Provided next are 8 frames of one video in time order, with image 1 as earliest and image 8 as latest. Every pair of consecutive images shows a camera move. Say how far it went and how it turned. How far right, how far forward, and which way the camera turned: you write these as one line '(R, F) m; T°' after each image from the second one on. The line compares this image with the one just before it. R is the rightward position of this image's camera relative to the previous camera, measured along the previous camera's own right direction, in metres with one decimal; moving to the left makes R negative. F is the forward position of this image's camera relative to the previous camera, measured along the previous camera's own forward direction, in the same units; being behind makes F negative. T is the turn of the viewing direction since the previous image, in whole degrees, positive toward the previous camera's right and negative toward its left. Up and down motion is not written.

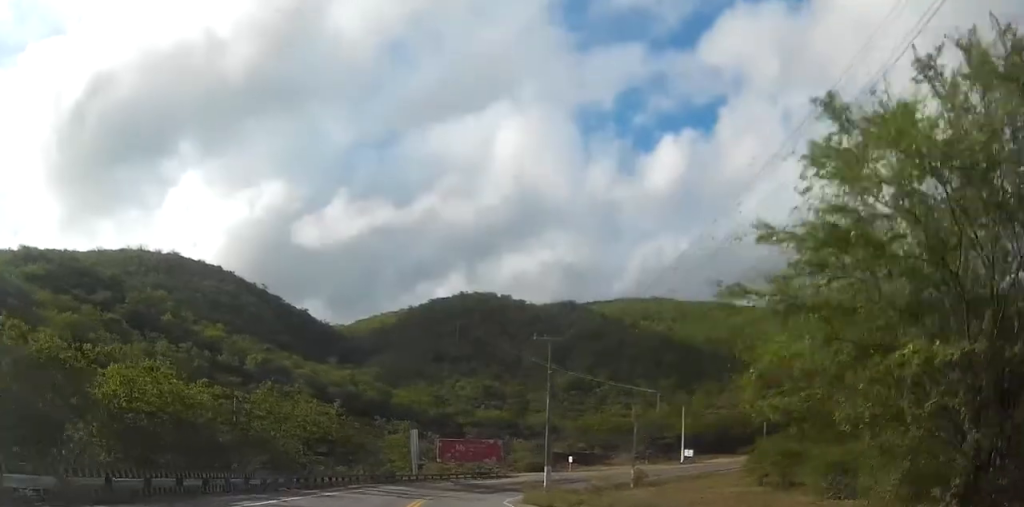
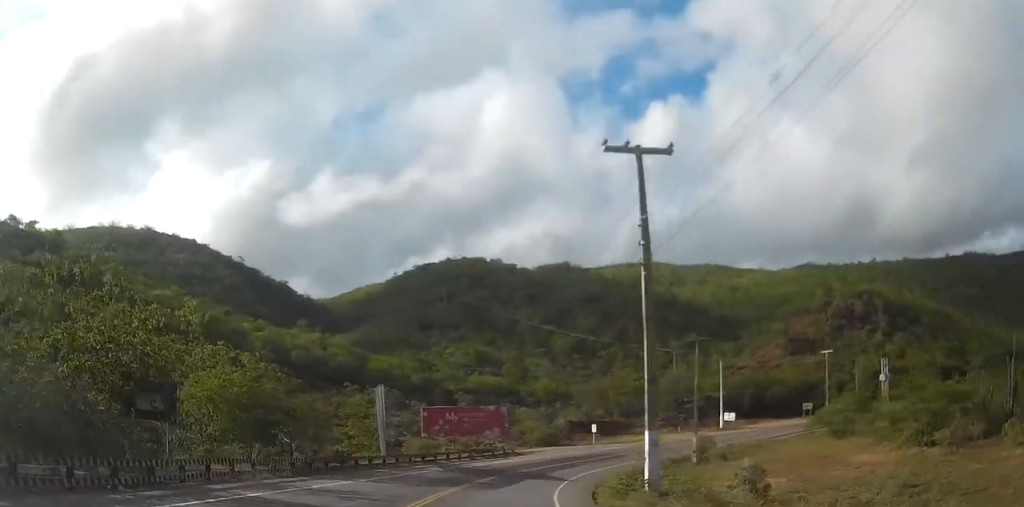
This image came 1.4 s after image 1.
(+0.7, +22.7) m; +4°
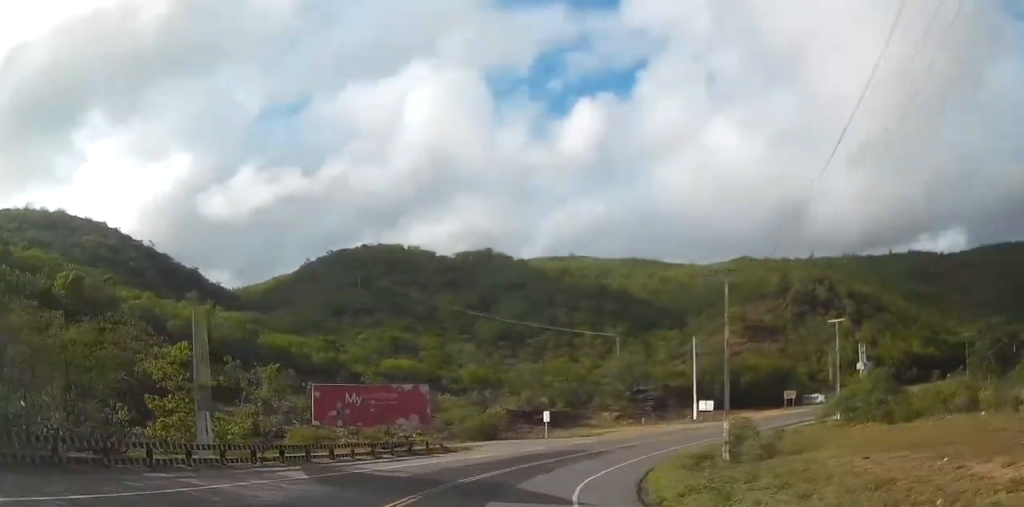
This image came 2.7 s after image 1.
(+1.5, +20.5) m; +9°
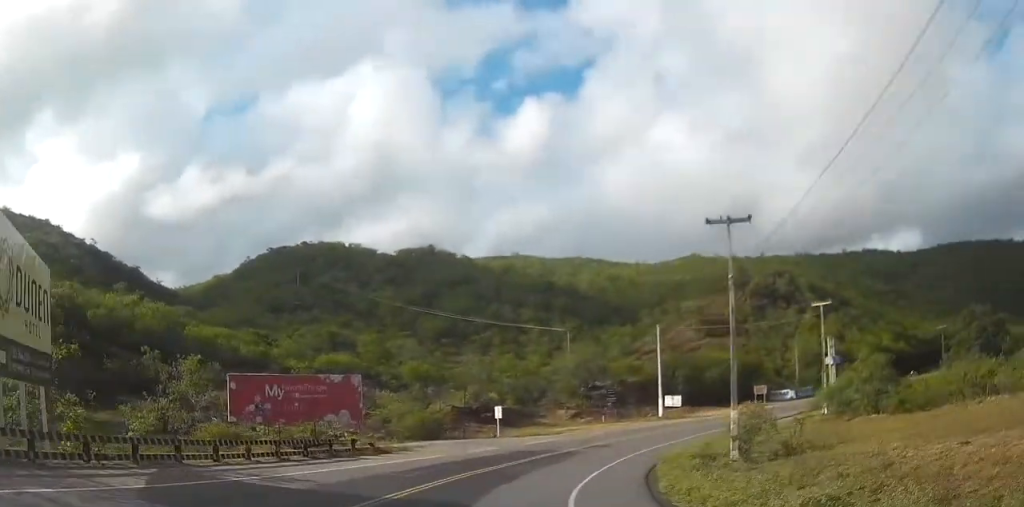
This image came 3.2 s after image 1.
(+0.3, +8.0) m; +4°
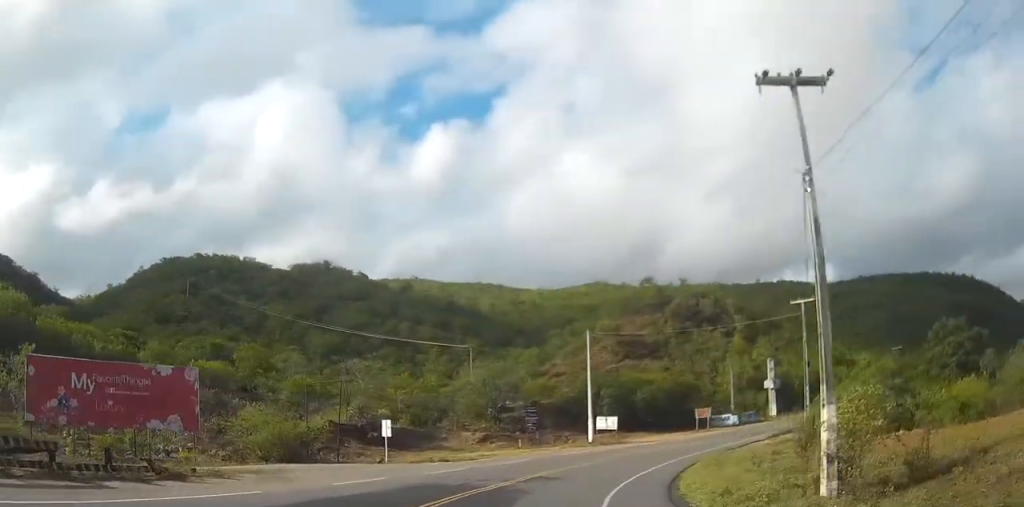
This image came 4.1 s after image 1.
(-0.1, +14.4) m; +9°
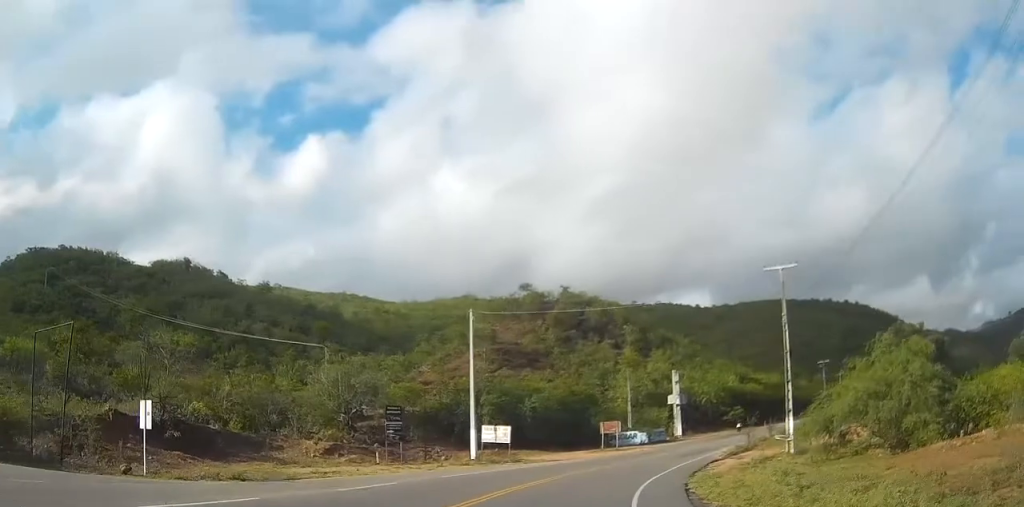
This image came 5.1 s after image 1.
(+2.7, +16.0) m; +11°
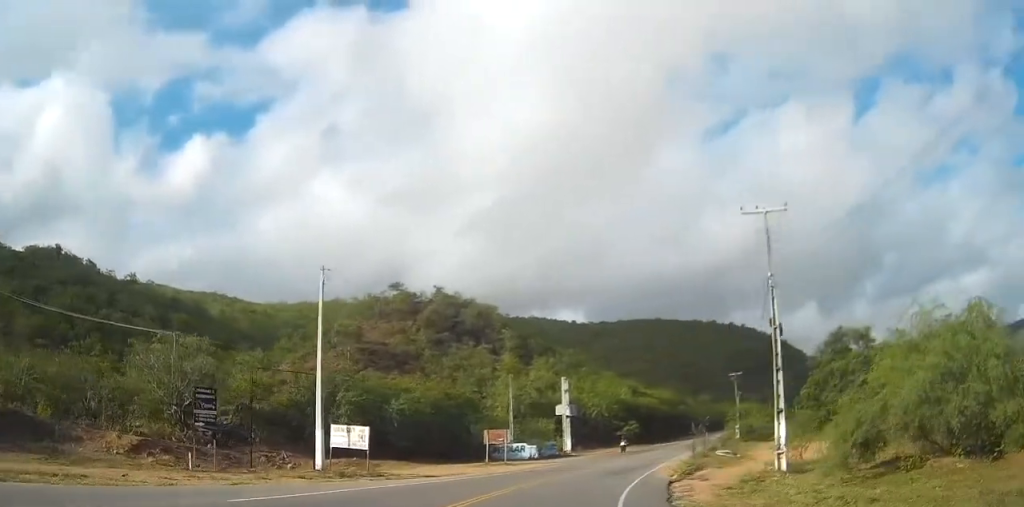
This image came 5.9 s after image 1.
(-0.2, +12.6) m; +11°
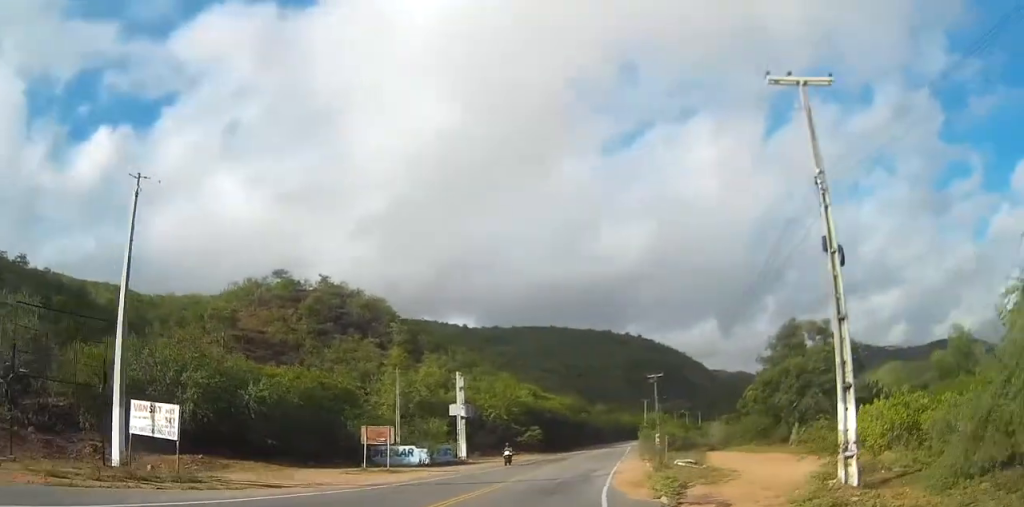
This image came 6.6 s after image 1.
(+1.9, +11.3) m; +10°
